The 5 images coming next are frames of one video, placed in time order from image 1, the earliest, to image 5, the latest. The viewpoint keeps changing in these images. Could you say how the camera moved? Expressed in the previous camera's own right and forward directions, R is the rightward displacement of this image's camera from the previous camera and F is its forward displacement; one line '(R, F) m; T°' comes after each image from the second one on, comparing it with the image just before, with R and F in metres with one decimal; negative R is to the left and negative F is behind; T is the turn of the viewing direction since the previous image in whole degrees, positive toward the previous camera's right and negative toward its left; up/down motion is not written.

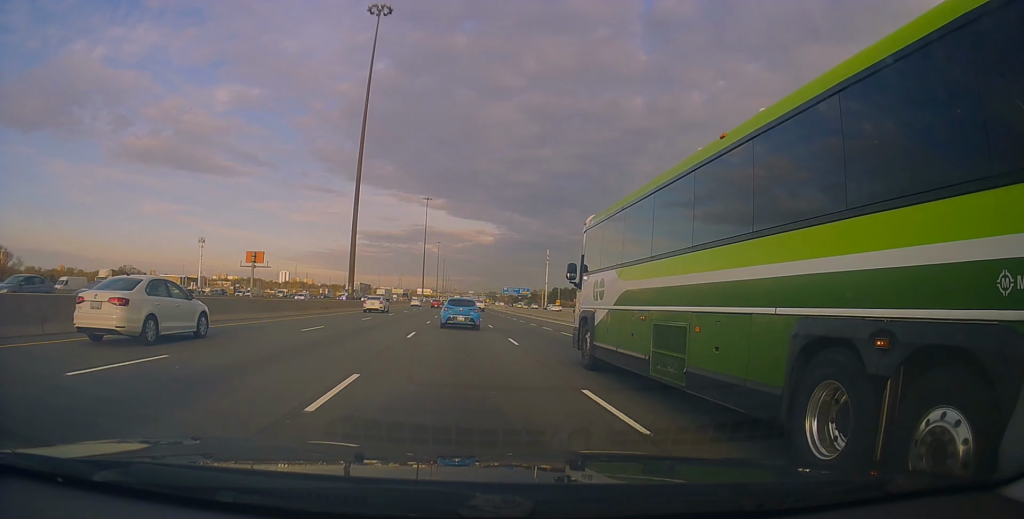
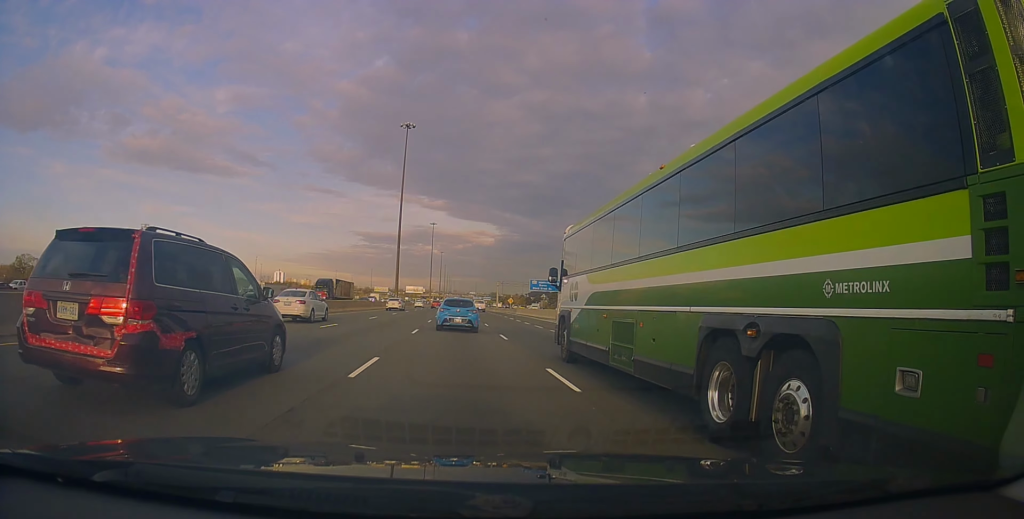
(-0.4, +82.6) m; -1°
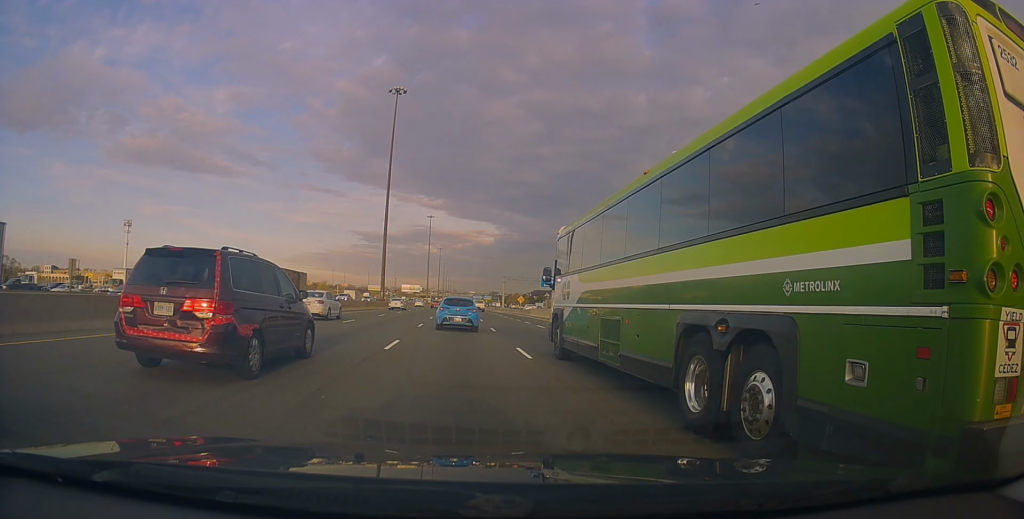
(-0.1, +19.5) m; 0°
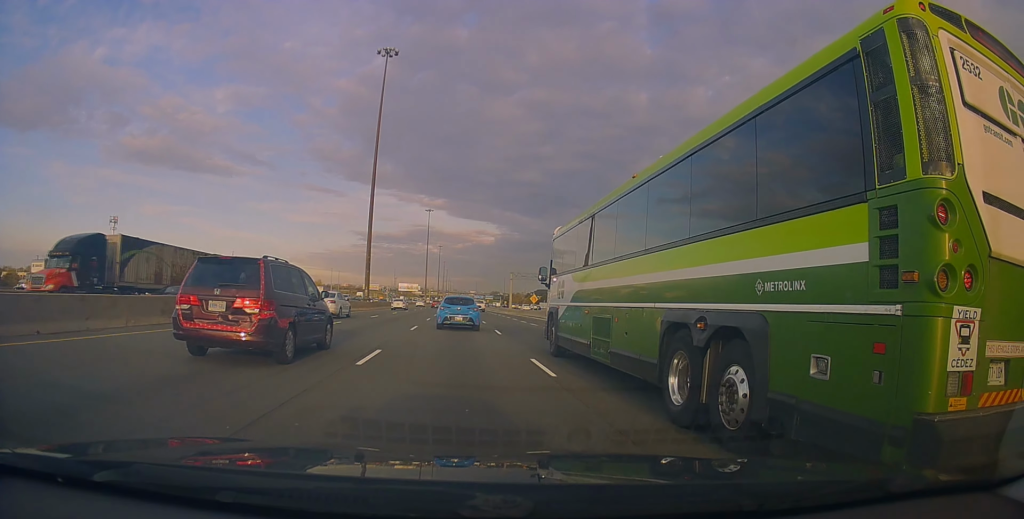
(0.0, +15.7) m; 0°
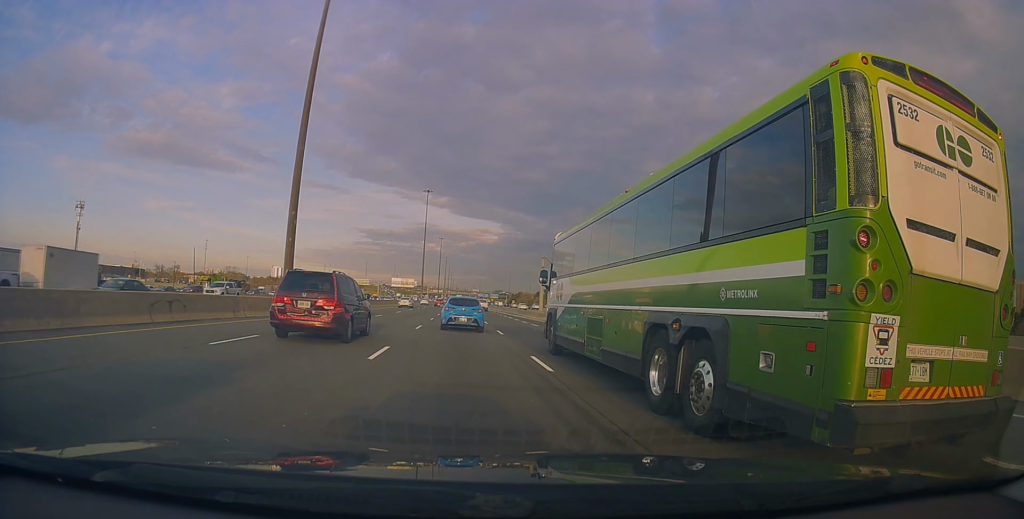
(0.0, +35.9) m; +1°
